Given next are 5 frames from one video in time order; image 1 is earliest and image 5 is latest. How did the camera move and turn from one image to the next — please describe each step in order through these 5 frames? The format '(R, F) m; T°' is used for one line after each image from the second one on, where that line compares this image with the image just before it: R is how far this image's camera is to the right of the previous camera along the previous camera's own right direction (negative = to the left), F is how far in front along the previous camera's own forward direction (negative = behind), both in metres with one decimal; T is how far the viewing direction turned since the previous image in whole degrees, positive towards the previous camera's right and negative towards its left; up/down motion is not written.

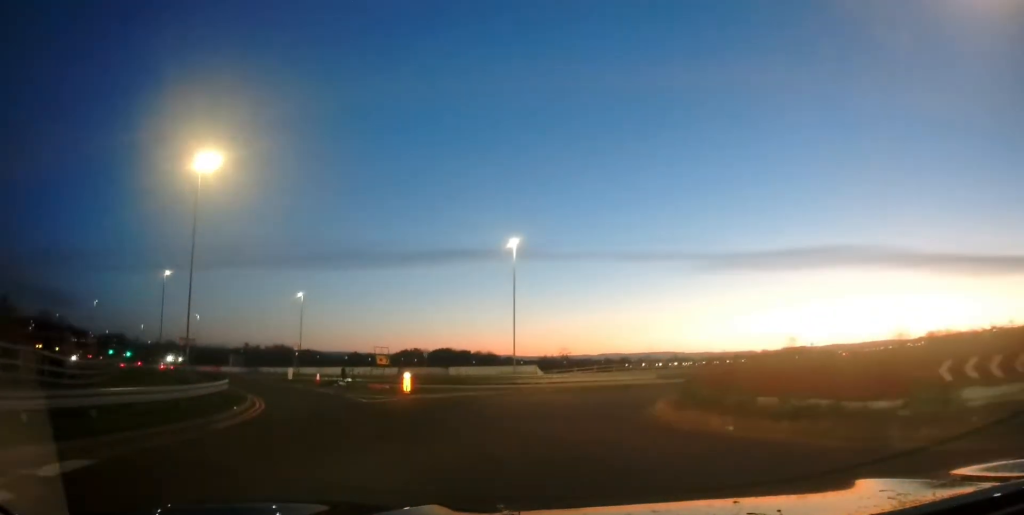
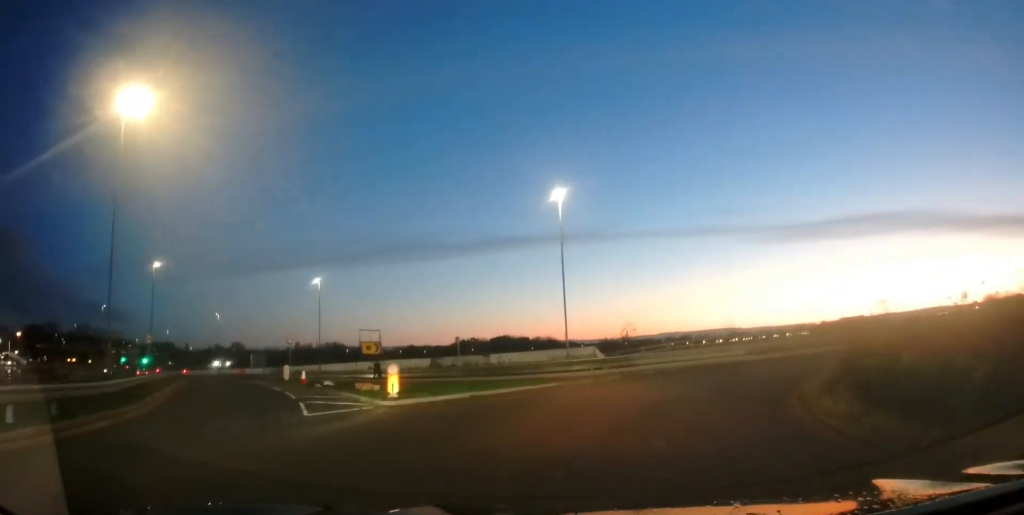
(-0.1, +9.3) m; +6°
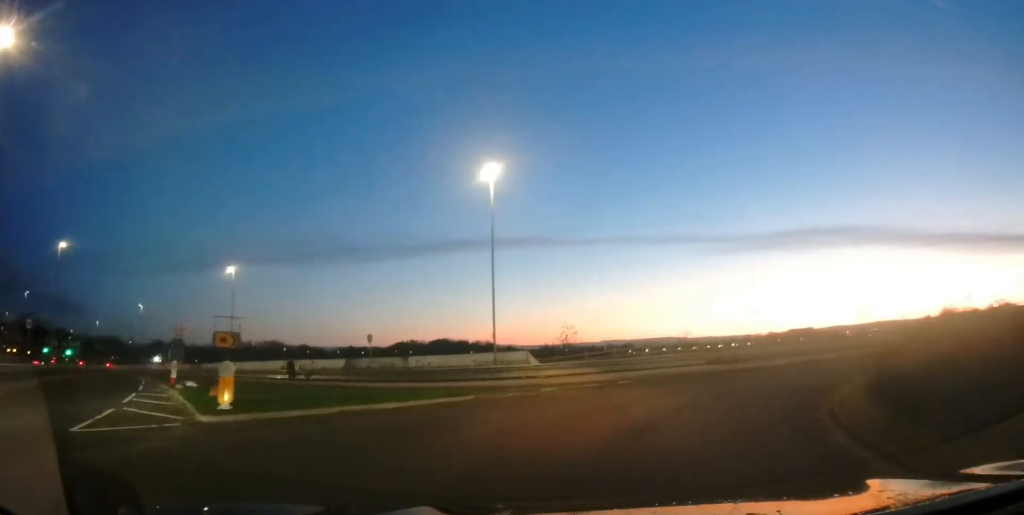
(+0.4, +6.1) m; +7°
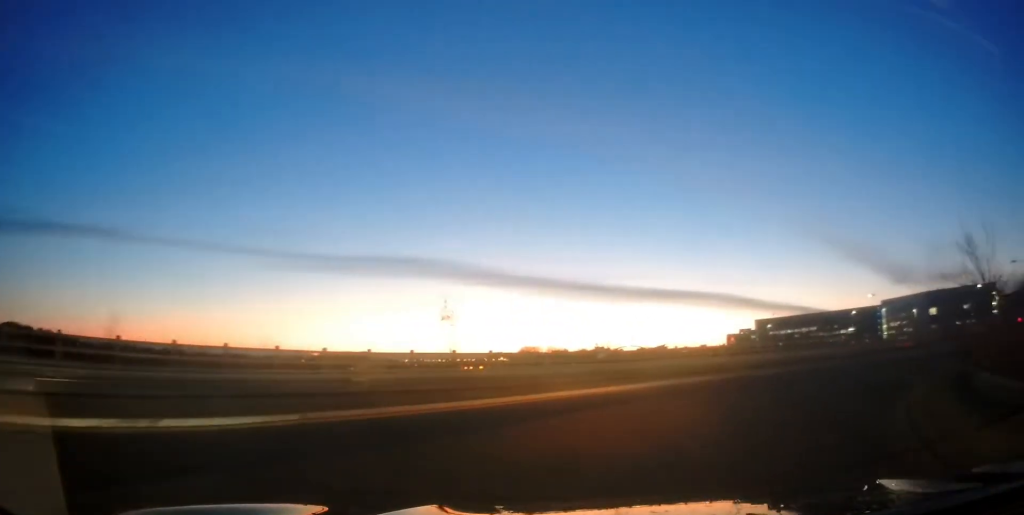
(+5.6, +21.3) m; +39°
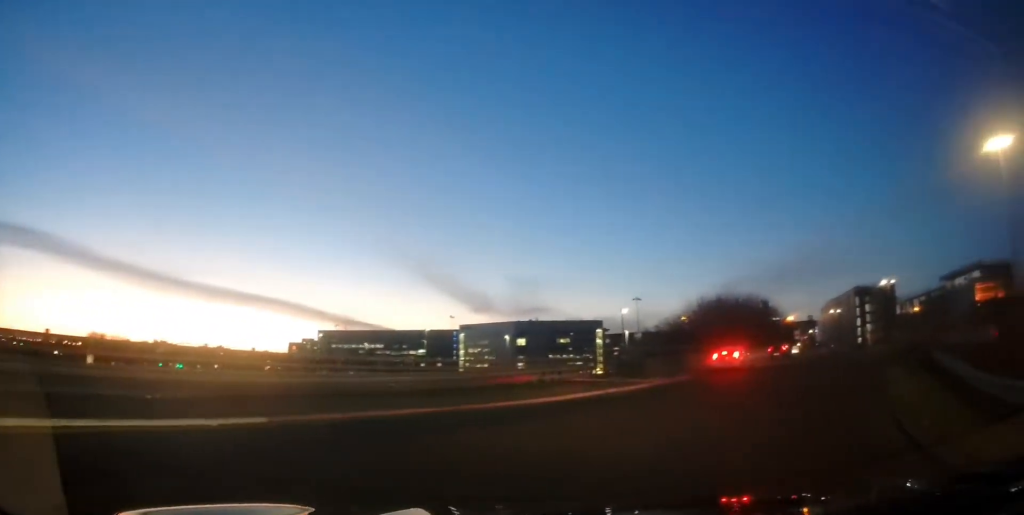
(+5.8, +14.8) m; +41°
